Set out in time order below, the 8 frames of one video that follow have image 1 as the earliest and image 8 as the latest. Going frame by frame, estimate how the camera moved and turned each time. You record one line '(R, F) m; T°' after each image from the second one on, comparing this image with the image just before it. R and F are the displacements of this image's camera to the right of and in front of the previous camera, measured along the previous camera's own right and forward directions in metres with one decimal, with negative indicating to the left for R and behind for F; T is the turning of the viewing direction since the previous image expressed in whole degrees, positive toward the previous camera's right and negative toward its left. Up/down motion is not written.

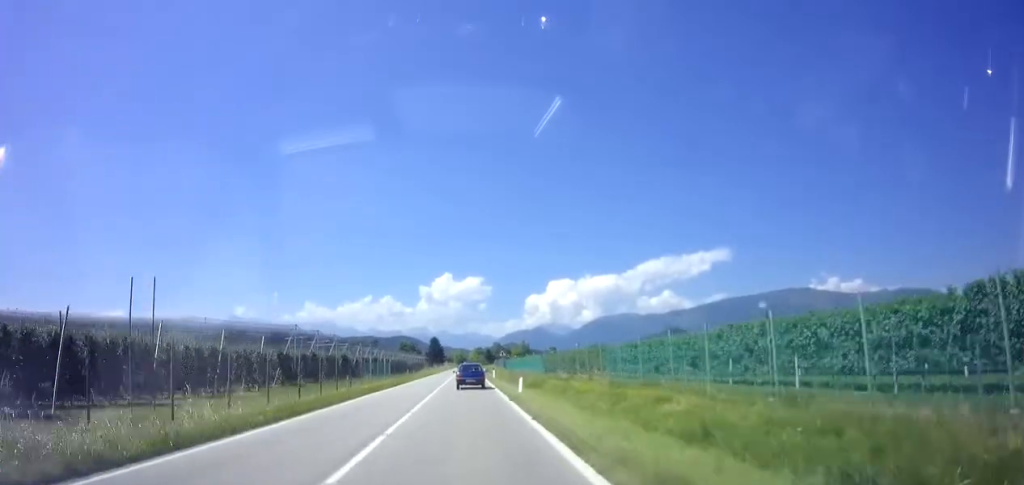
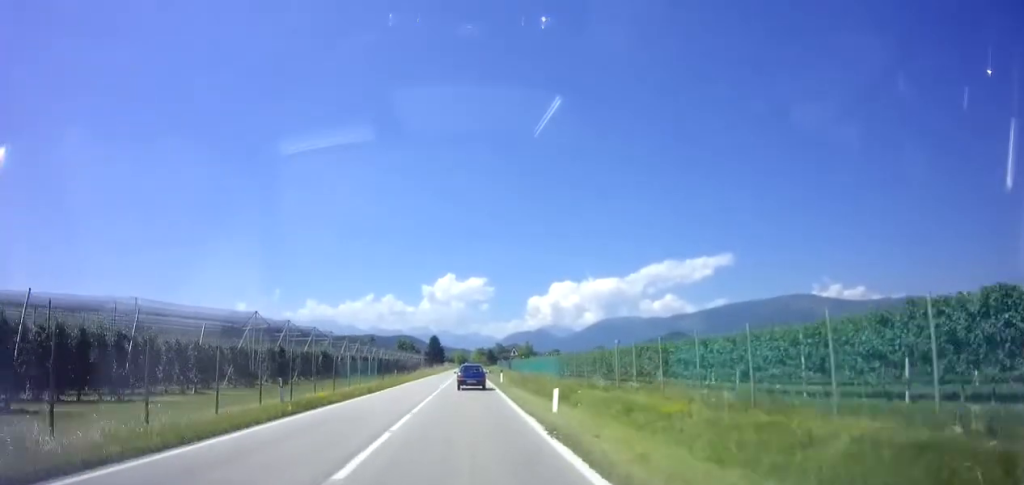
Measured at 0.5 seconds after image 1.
(0.0, +9.3) m; 0°
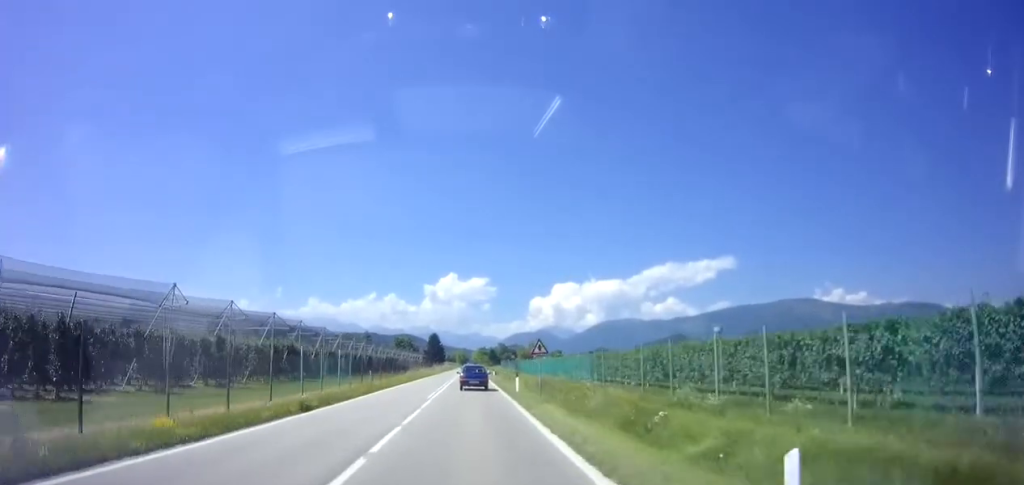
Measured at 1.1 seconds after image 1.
(0.0, +11.1) m; 0°
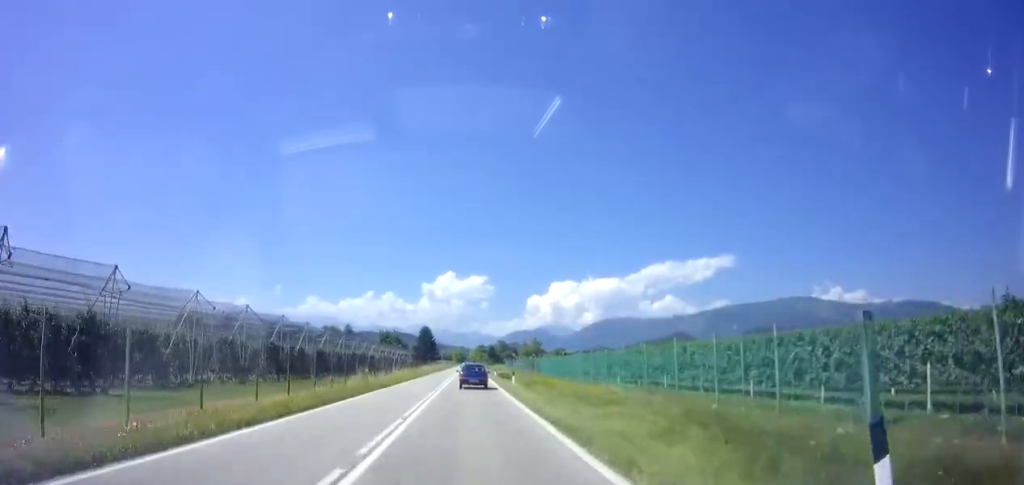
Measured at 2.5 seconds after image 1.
(0.0, +25.8) m; 0°
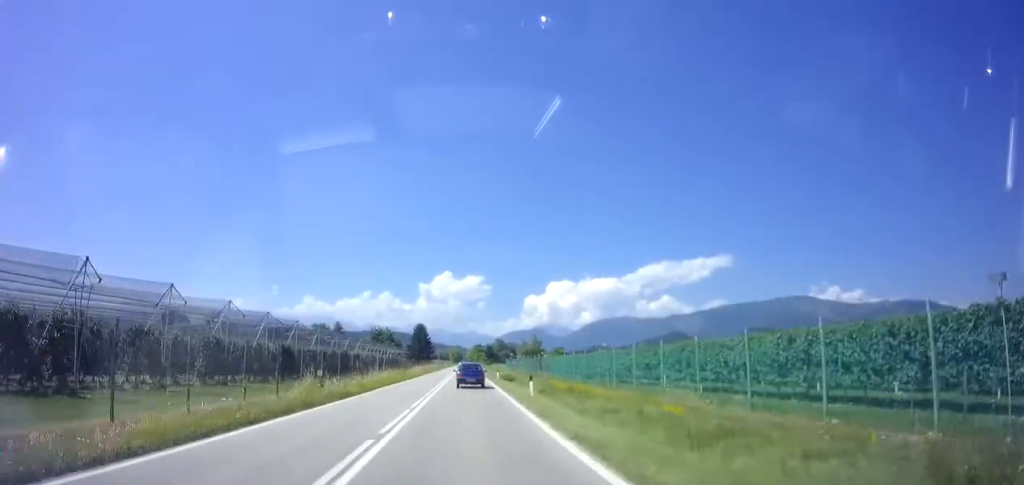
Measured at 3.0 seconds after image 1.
(0.0, +9.1) m; 0°
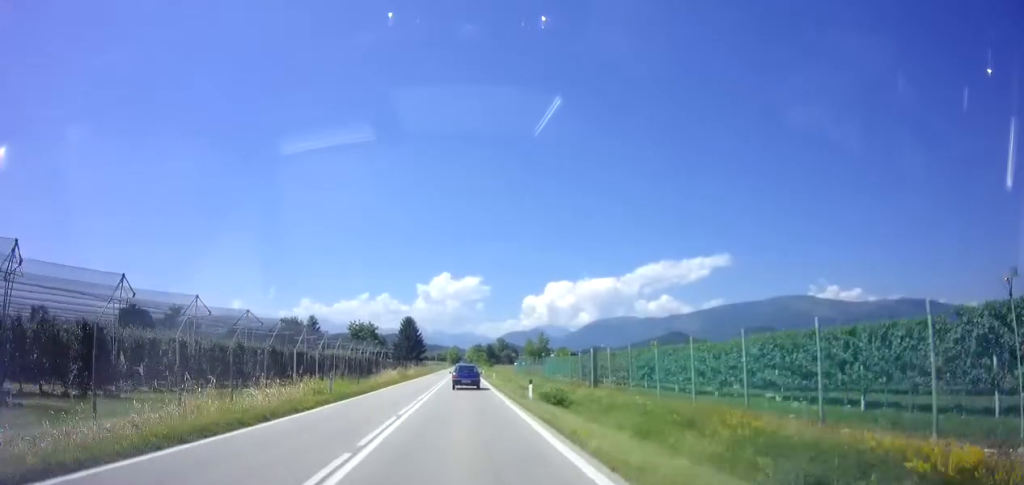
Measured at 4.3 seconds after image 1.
(+0.1, +24.3) m; 0°
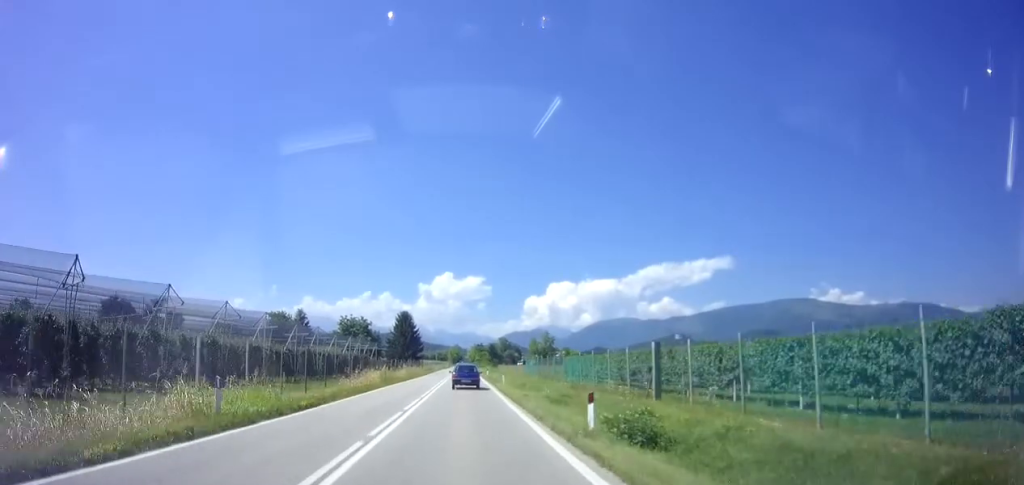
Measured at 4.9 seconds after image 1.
(0.0, +10.3) m; 0°
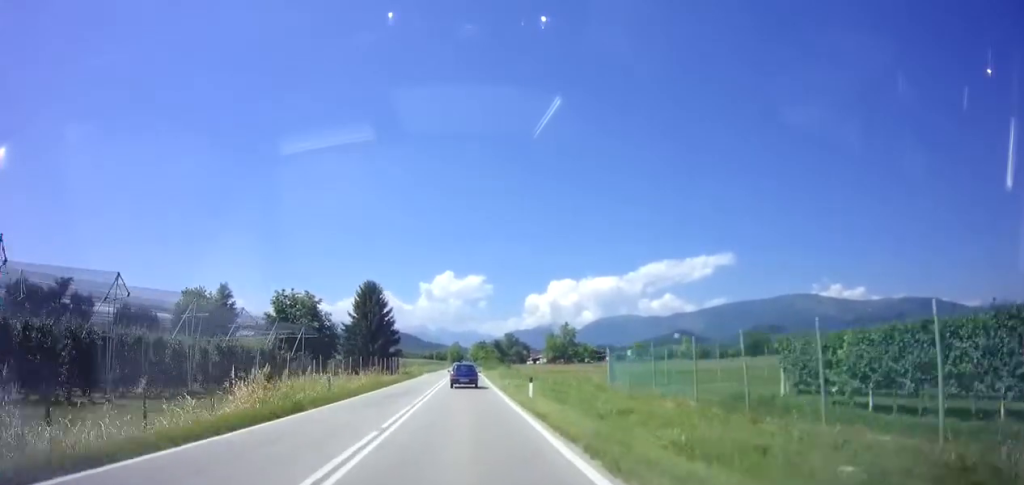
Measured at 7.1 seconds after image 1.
(-0.6, +39.3) m; -1°
